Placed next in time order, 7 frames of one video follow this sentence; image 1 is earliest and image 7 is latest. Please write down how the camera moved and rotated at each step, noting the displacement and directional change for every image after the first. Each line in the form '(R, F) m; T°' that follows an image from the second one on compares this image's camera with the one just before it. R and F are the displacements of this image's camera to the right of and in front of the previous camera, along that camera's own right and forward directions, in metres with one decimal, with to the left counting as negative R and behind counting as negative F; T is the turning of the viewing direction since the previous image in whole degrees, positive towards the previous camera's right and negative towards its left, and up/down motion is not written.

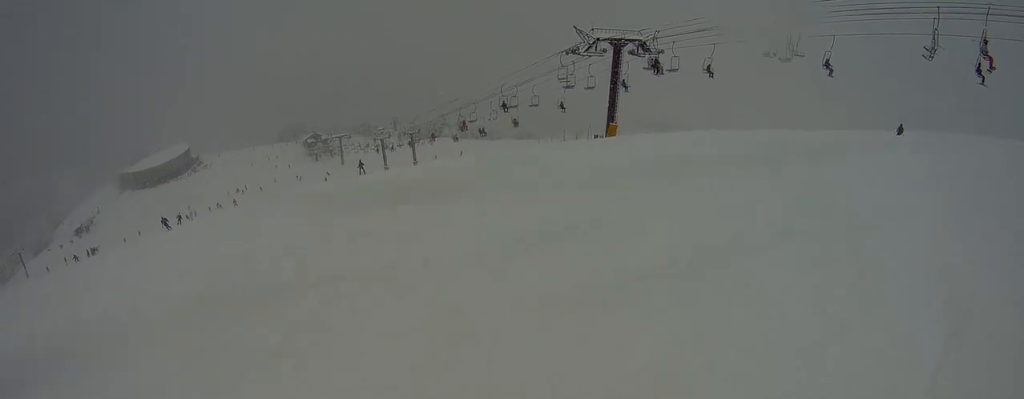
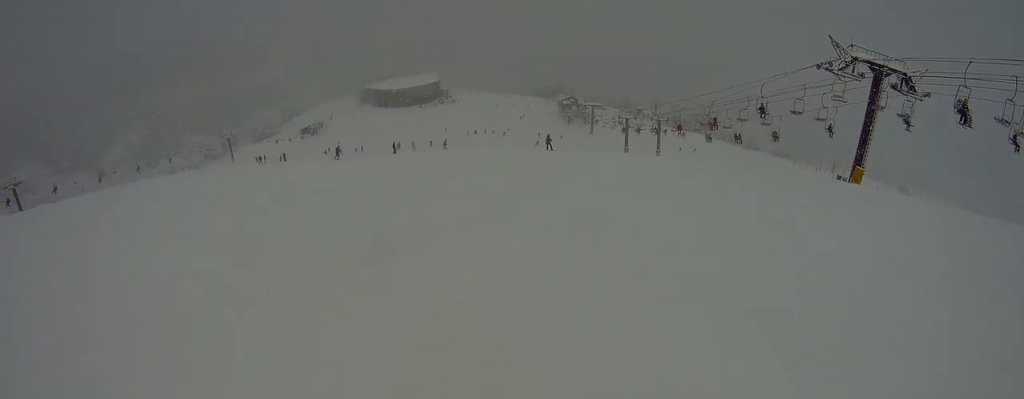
(-1.9, +9.0) m; -38°
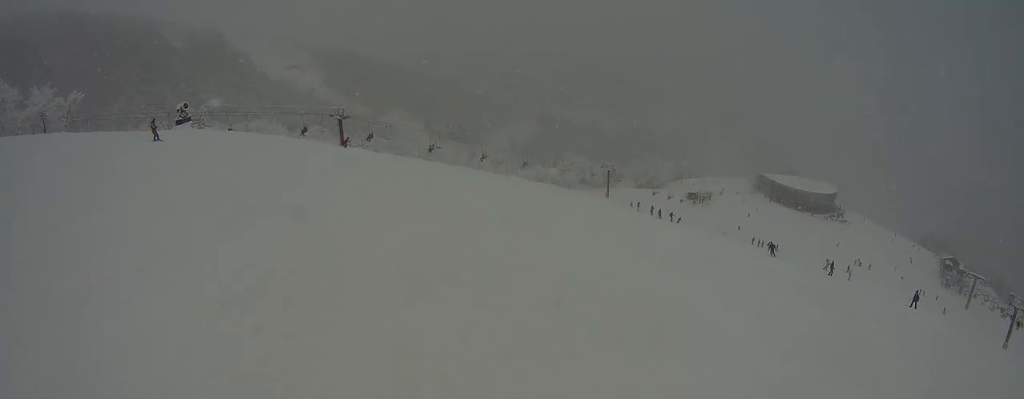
(-6.6, +7.8) m; -67°
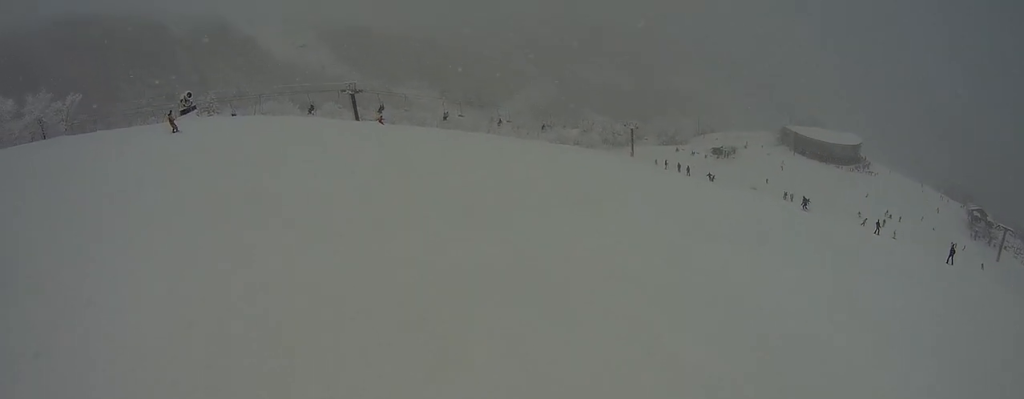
(+0.1, +2.0) m; -4°
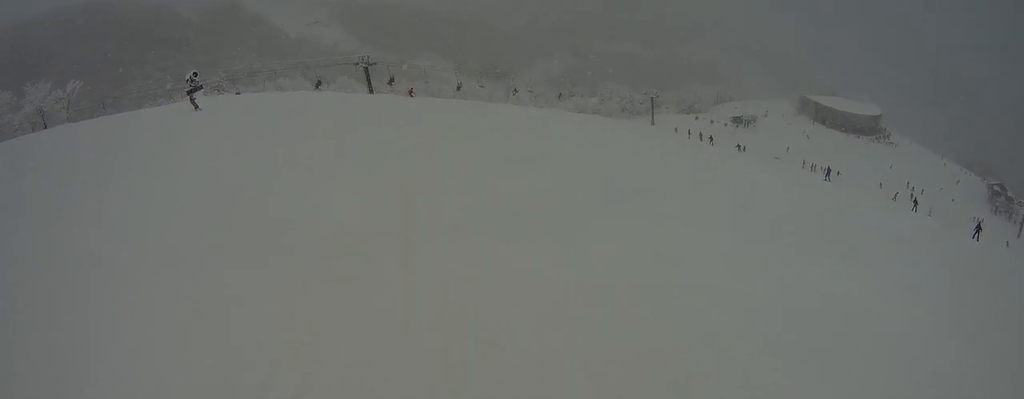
(0.0, +1.9) m; -1°
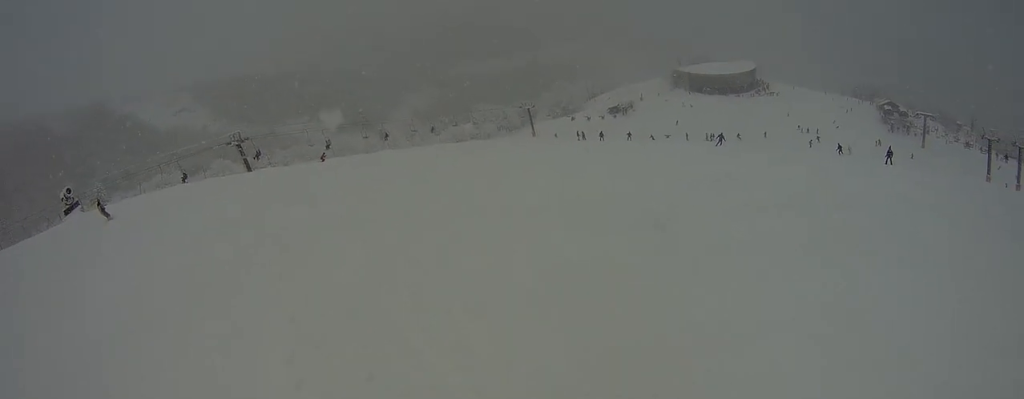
(-0.7, +3.8) m; +7°
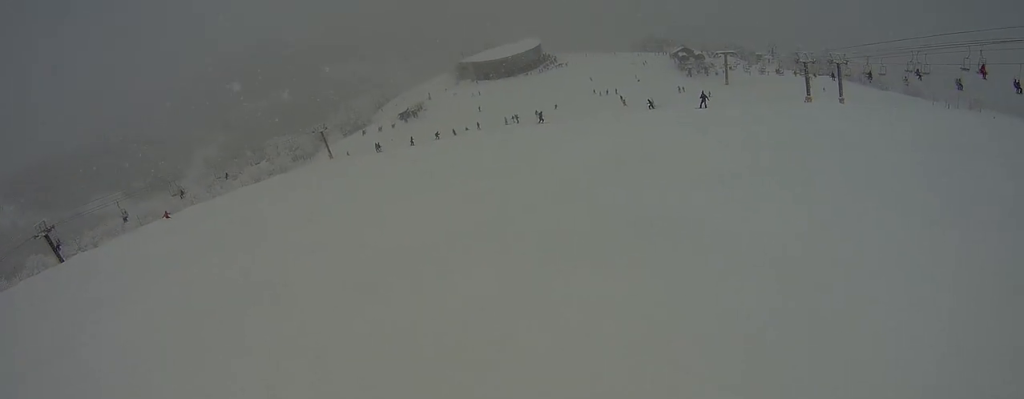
(+1.0, +3.7) m; +40°
